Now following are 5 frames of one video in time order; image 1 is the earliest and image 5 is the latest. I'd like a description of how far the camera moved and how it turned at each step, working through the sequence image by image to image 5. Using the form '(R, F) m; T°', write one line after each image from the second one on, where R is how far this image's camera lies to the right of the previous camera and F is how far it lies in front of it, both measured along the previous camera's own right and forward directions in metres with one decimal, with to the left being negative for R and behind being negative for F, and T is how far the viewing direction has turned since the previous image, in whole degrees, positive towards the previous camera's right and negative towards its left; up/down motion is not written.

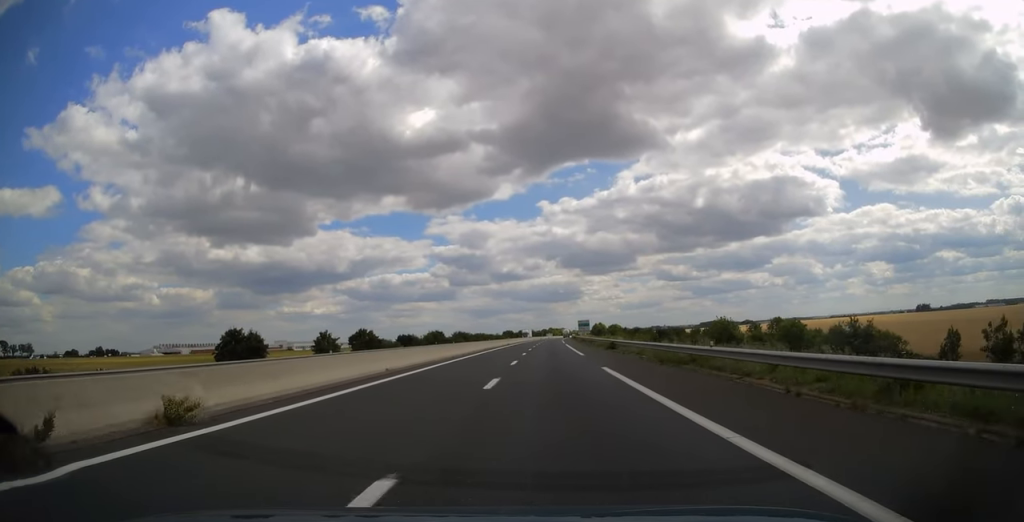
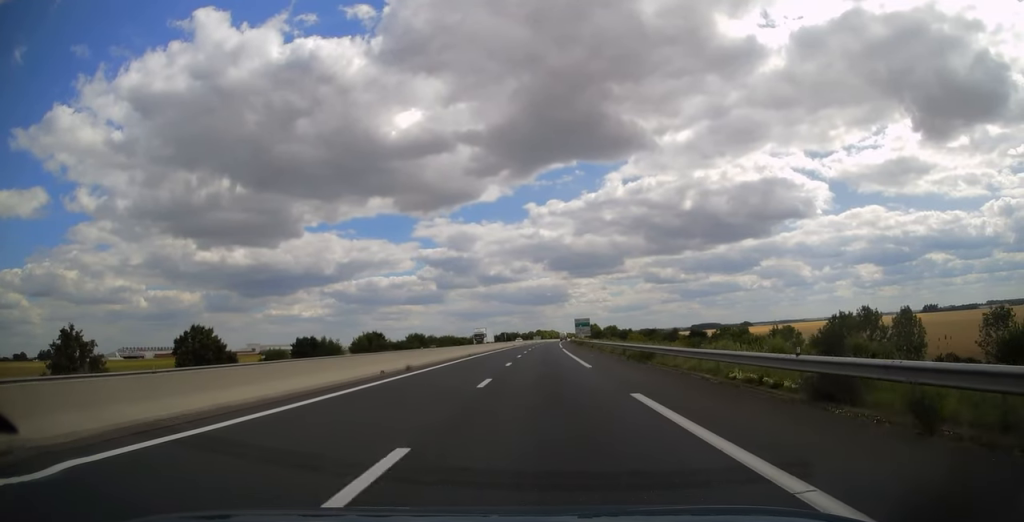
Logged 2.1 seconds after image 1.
(+0.4, +61.1) m; +1°
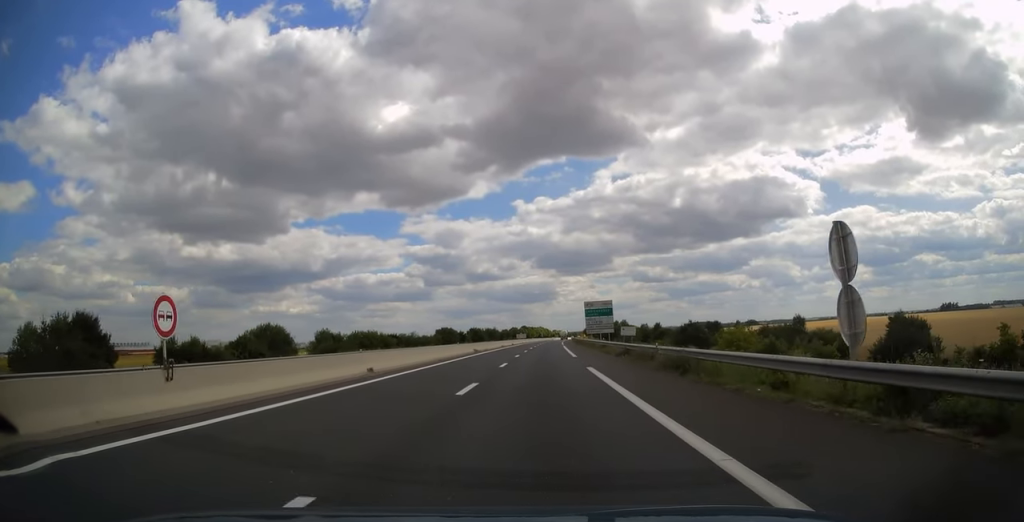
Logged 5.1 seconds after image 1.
(+1.2, +90.0) m; +1°
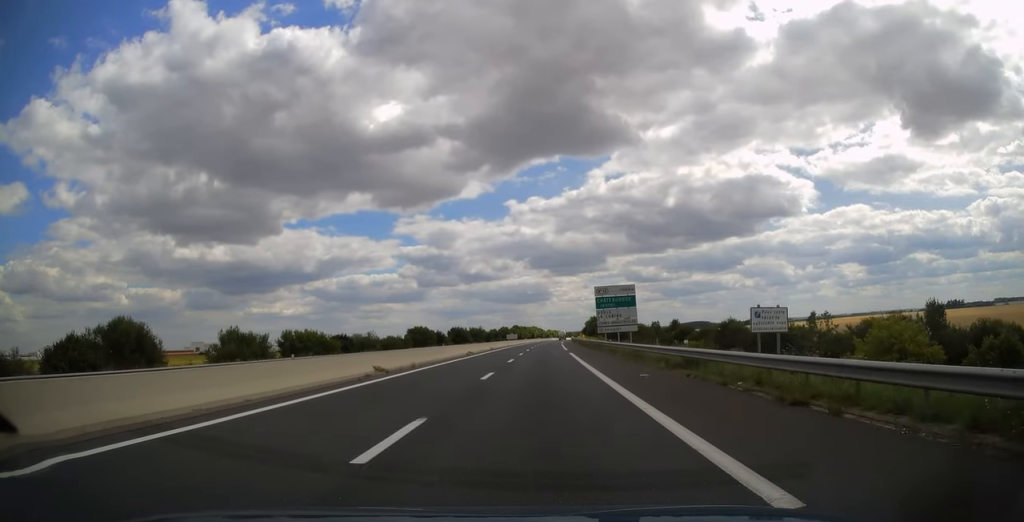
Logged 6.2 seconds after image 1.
(+0.2, +32.4) m; 0°
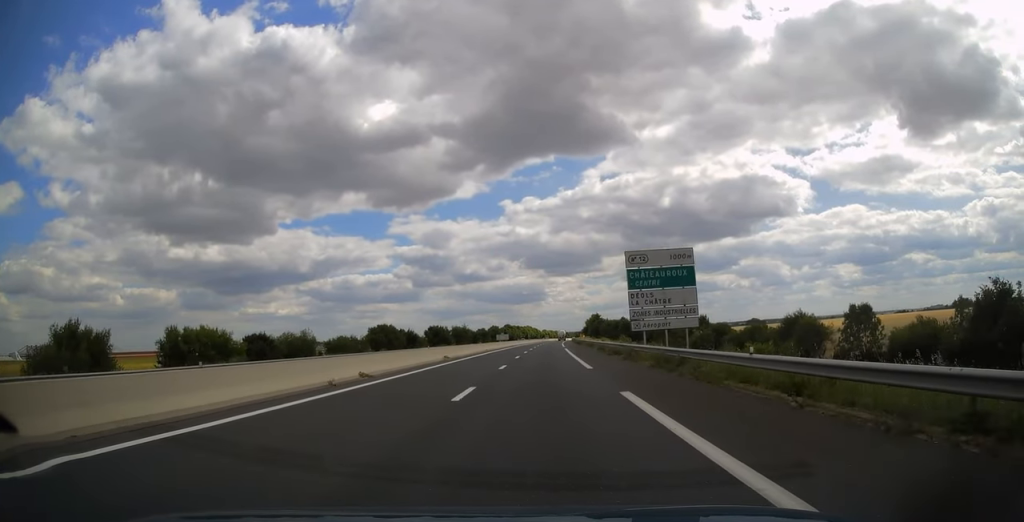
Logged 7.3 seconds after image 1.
(+0.1, +30.9) m; +1°
